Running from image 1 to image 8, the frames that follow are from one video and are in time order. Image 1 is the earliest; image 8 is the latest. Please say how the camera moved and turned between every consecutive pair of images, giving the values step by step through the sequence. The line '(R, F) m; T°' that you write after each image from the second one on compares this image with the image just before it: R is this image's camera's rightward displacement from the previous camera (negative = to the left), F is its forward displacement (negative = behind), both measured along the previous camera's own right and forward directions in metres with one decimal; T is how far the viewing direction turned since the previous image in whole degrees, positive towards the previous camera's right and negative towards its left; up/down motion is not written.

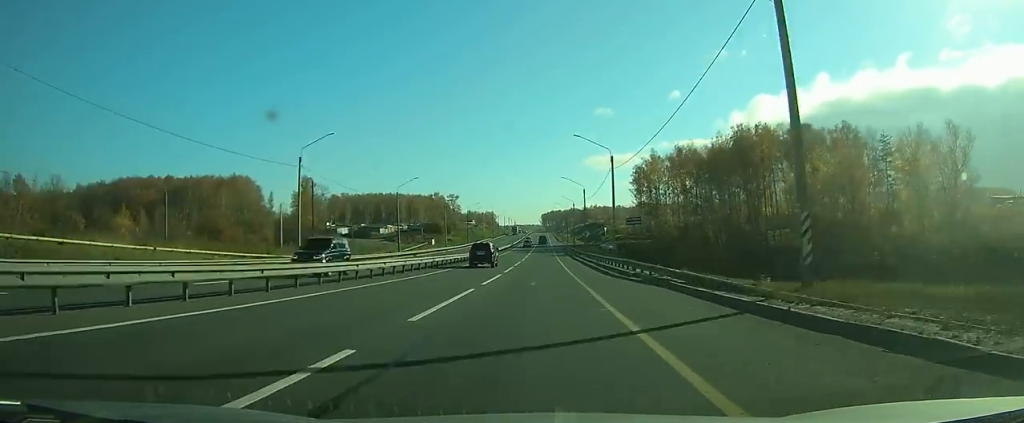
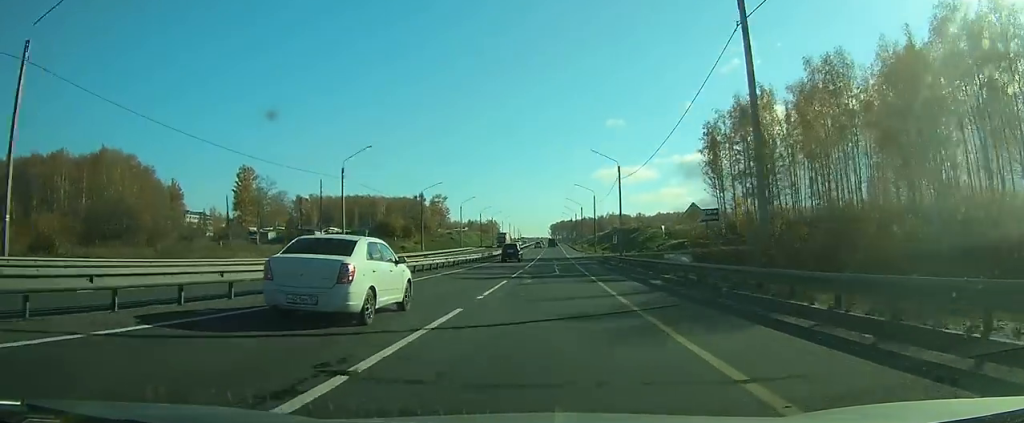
(-0.4, +66.4) m; 0°
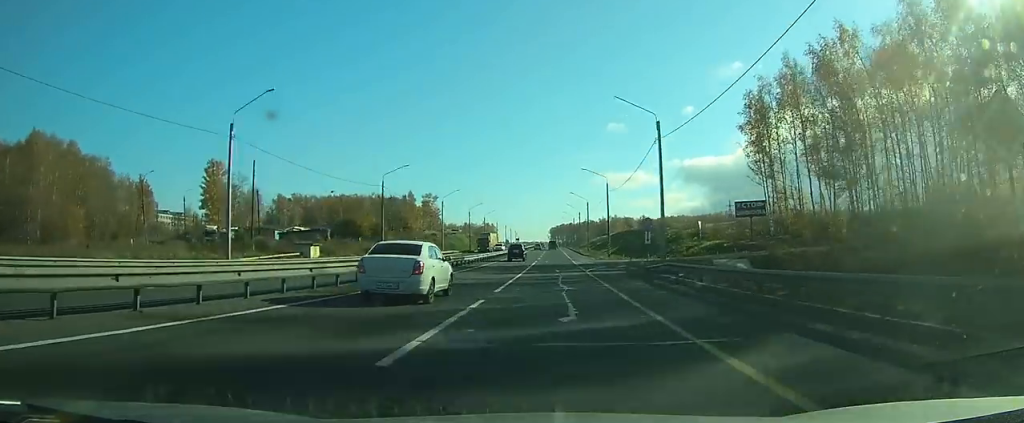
(0.0, +20.5) m; 0°
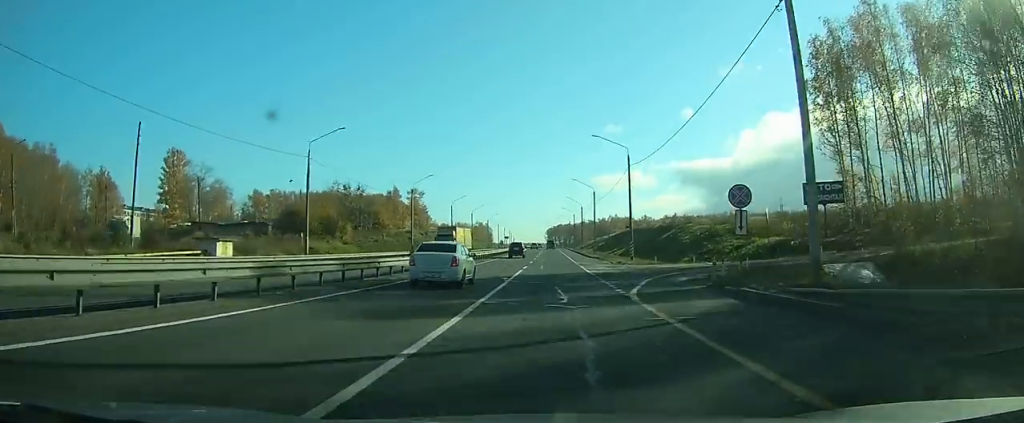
(+0.1, +20.3) m; 0°
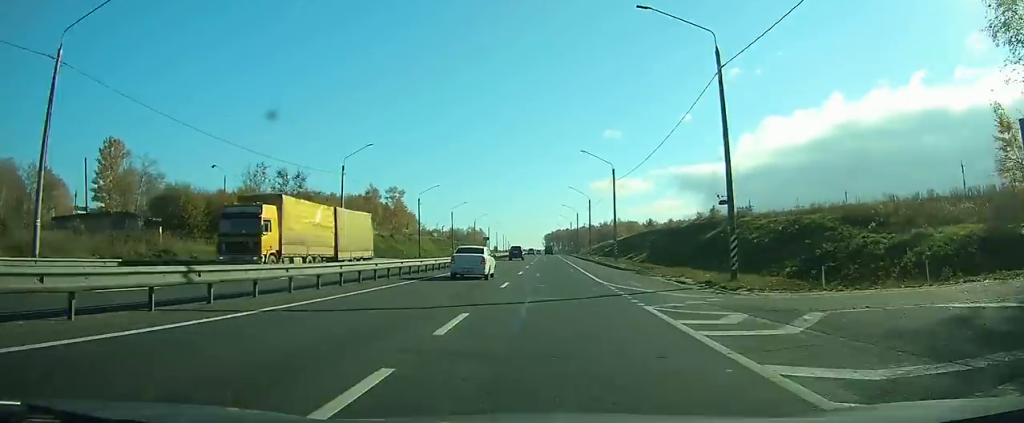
(+0.1, +27.8) m; 0°
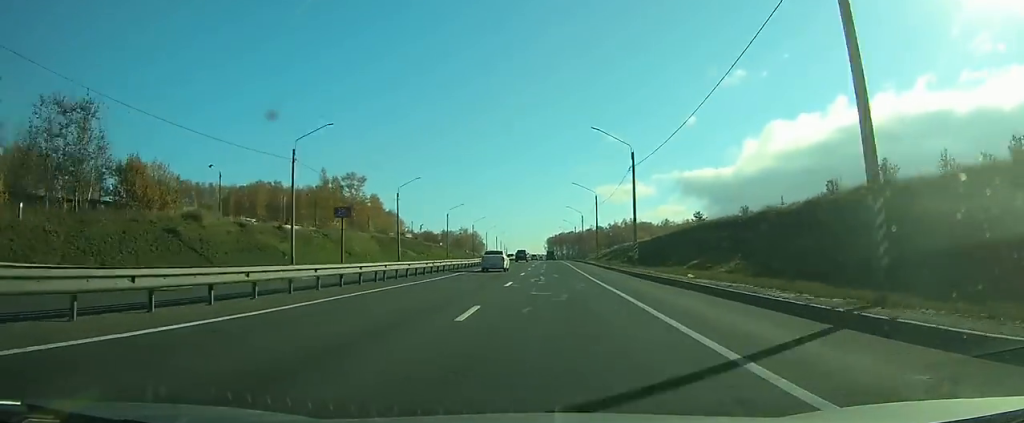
(0.0, +47.8) m; 0°
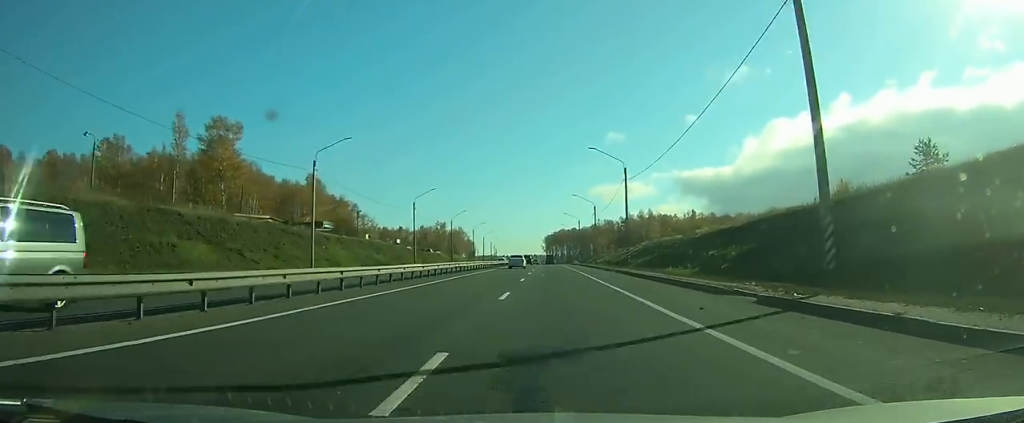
(-0.3, +66.9) m; 0°
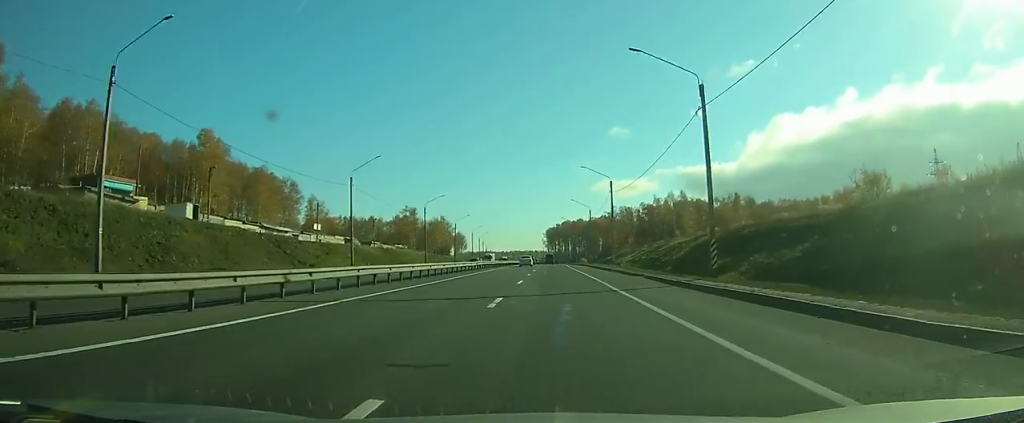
(+0.4, +60.0) m; 0°
